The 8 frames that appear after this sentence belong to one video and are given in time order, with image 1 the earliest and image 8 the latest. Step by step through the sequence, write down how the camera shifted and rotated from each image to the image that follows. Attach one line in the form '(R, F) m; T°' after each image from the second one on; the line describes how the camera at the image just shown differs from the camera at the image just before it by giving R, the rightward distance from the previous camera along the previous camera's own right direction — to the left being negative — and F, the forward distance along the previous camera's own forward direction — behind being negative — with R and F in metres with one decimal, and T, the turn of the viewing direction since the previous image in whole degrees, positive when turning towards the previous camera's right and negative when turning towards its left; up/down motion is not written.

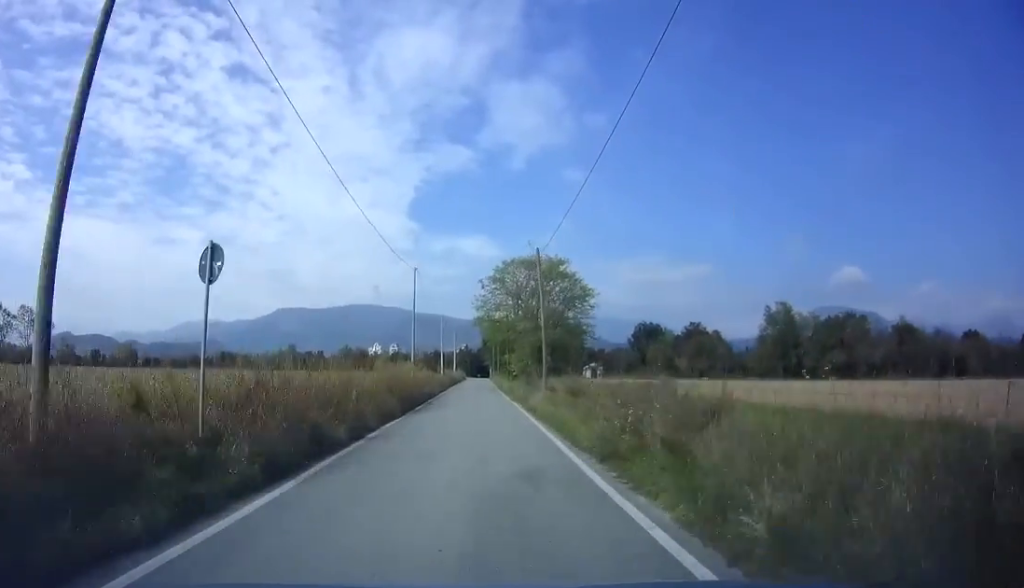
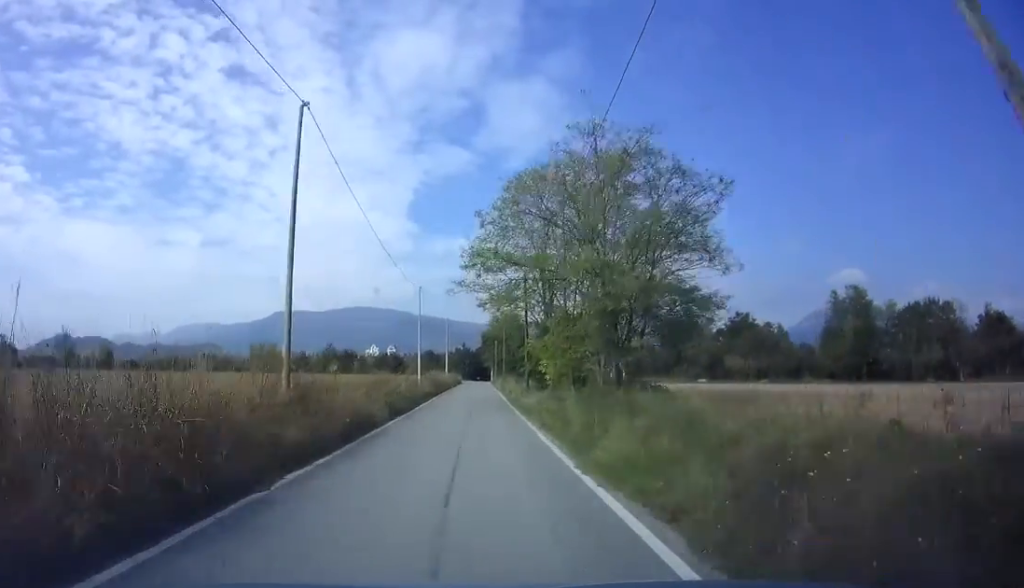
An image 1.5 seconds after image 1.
(+0.2, +23.0) m; 0°
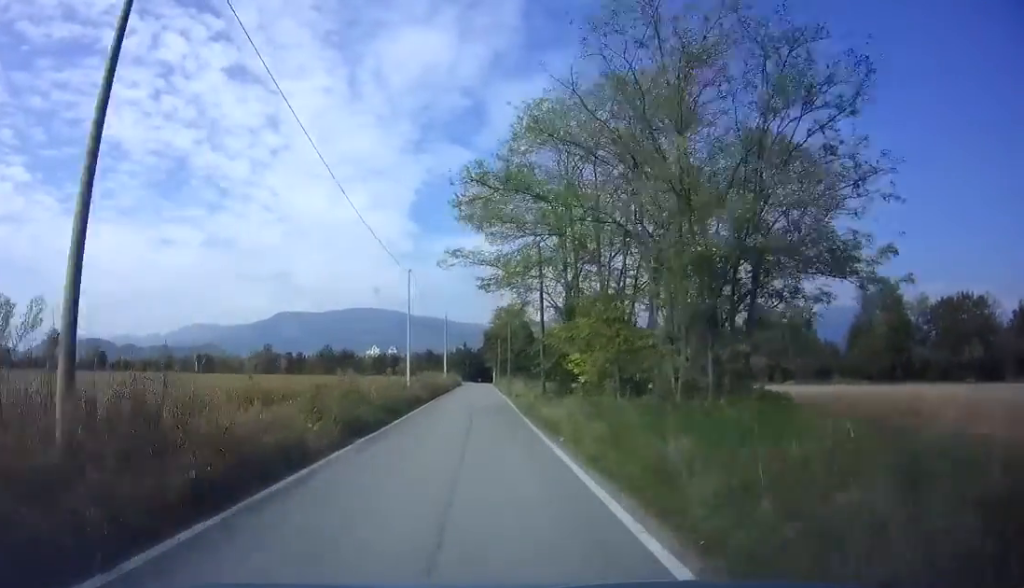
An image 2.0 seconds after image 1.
(-0.1, +7.2) m; 0°
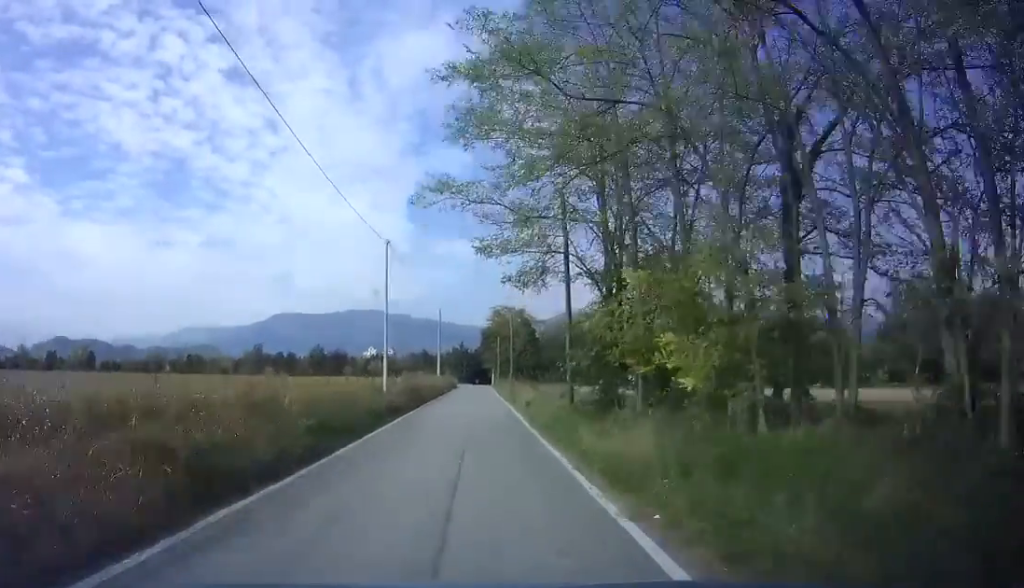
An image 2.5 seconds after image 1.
(0.0, +8.2) m; 0°
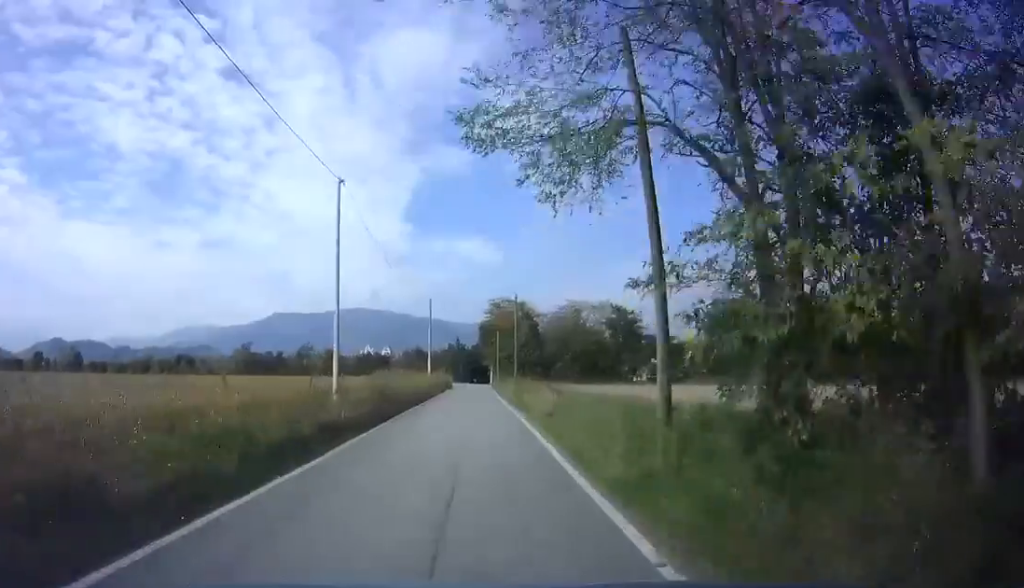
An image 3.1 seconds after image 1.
(+0.1, +8.8) m; 0°
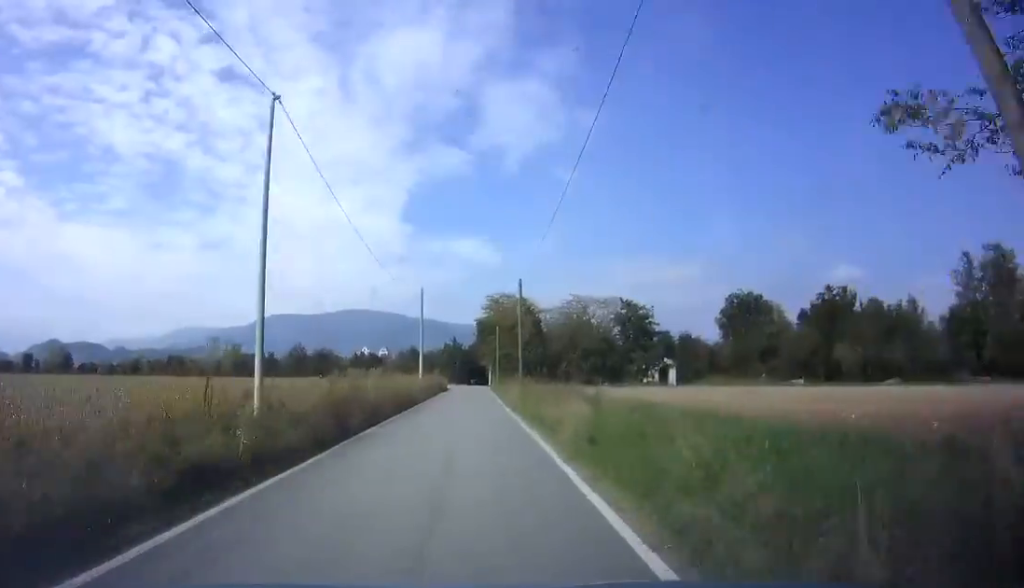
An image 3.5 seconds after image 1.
(0.0, +6.2) m; 0°
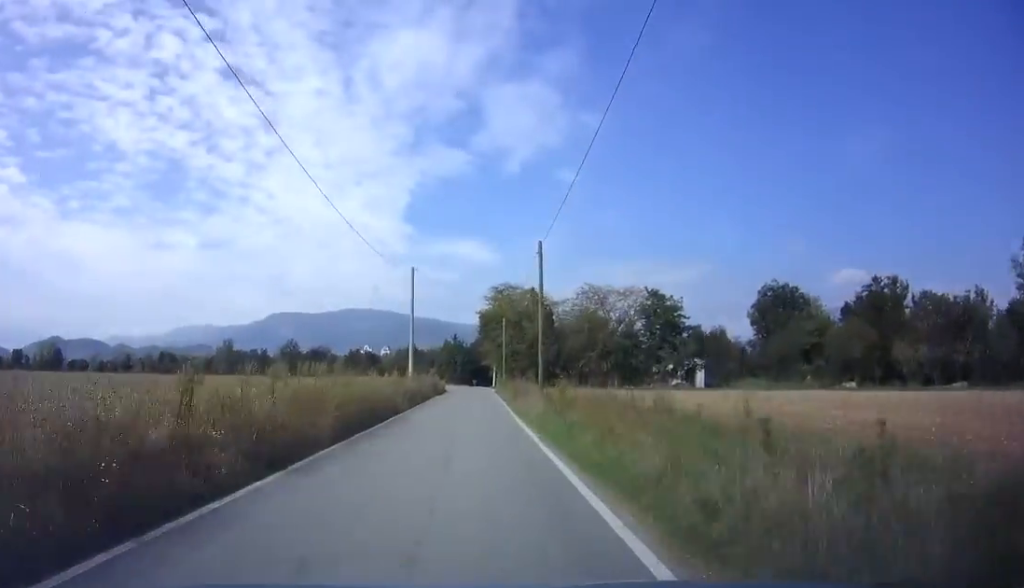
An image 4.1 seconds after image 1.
(-0.1, +9.3) m; 0°
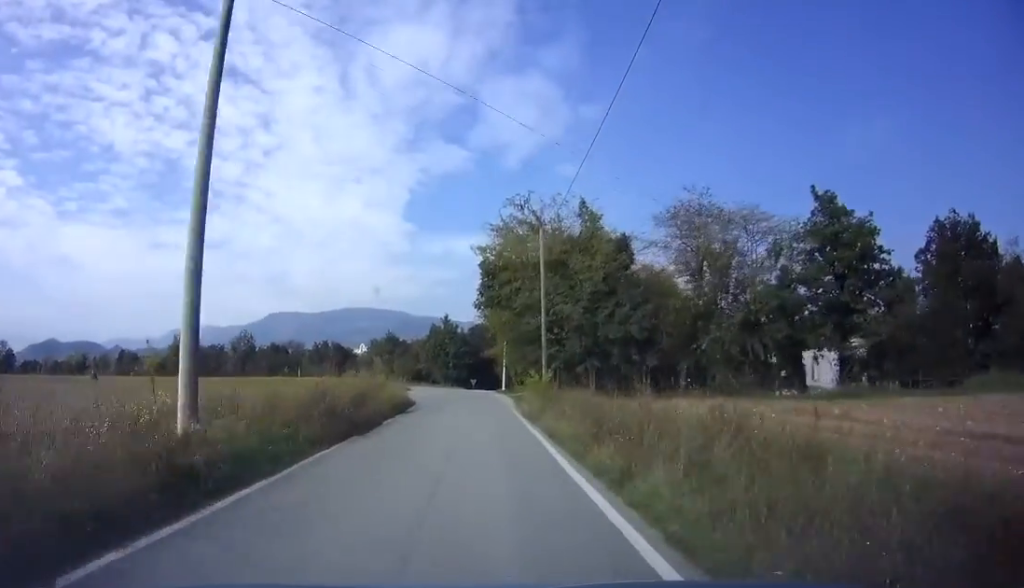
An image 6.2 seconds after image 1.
(0.0, +32.7) m; 0°
